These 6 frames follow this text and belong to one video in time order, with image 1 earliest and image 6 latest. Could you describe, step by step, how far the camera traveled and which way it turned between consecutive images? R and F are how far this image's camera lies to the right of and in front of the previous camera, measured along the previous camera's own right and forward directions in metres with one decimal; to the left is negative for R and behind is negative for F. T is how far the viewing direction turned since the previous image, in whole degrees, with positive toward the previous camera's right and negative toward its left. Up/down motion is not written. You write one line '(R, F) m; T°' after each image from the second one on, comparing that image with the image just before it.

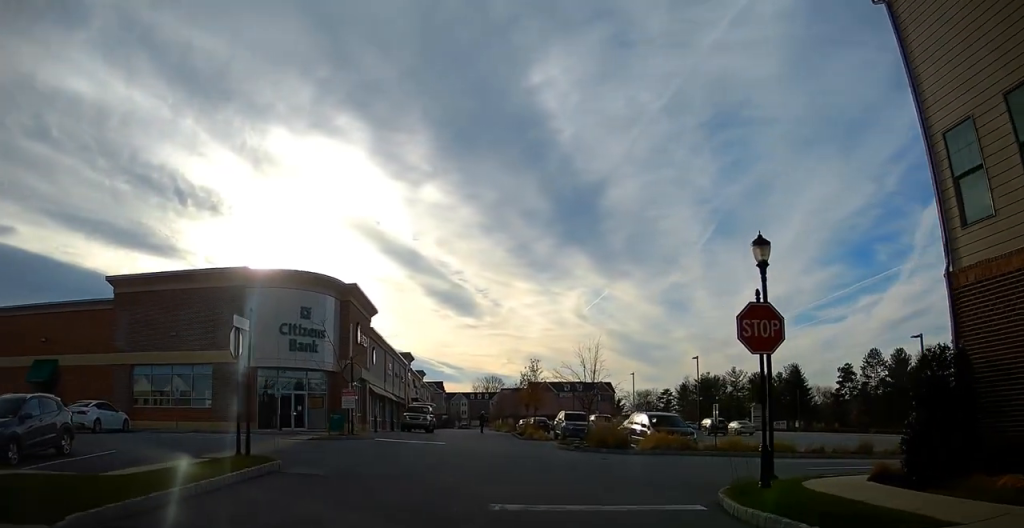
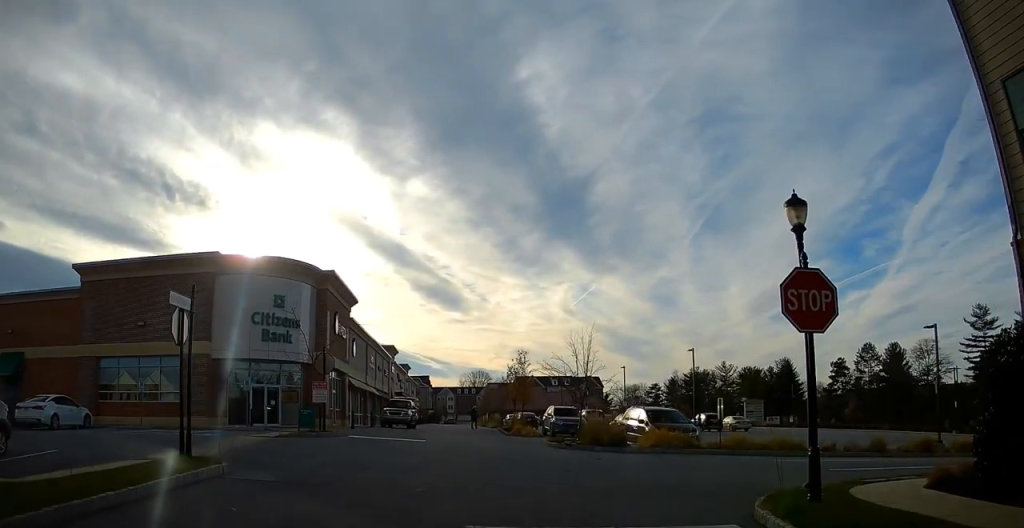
(0.0, +2.3) m; +1°
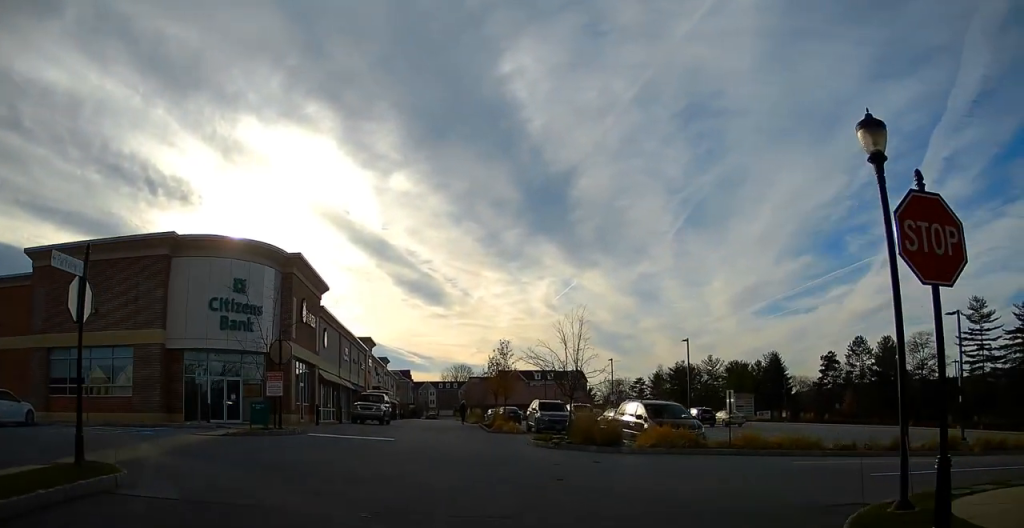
(+0.2, +3.1) m; -1°
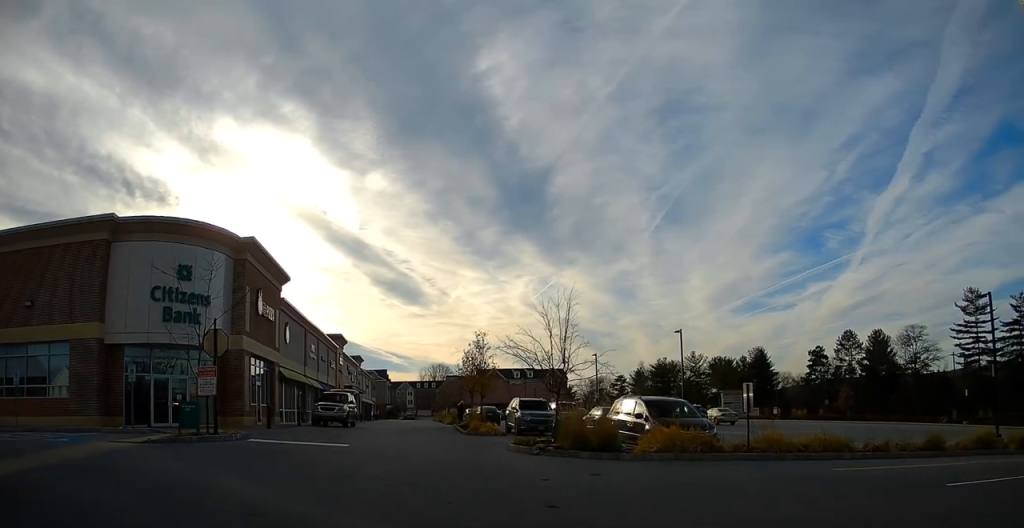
(+0.1, +4.1) m; +15°
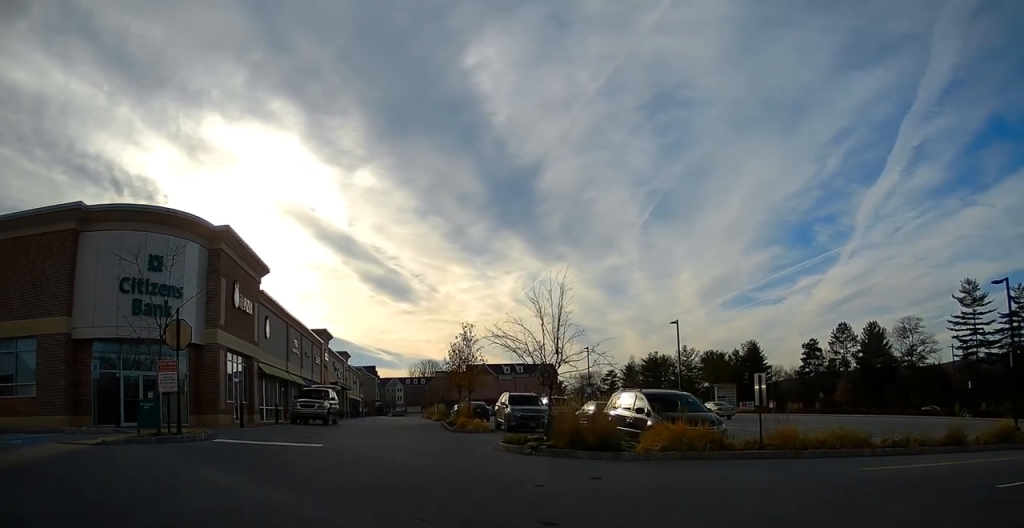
(+0.3, +1.9) m; +2°
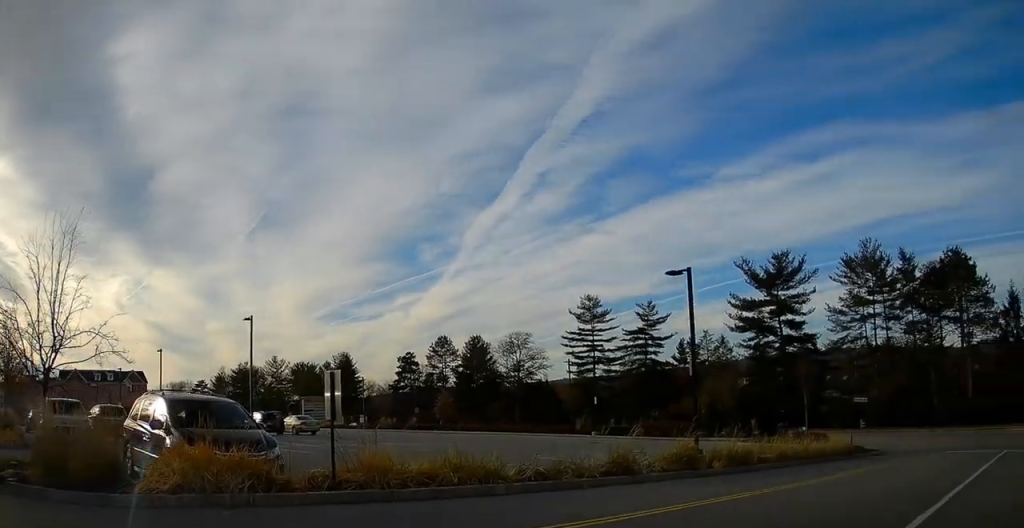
(+0.6, +5.2) m; +29°
